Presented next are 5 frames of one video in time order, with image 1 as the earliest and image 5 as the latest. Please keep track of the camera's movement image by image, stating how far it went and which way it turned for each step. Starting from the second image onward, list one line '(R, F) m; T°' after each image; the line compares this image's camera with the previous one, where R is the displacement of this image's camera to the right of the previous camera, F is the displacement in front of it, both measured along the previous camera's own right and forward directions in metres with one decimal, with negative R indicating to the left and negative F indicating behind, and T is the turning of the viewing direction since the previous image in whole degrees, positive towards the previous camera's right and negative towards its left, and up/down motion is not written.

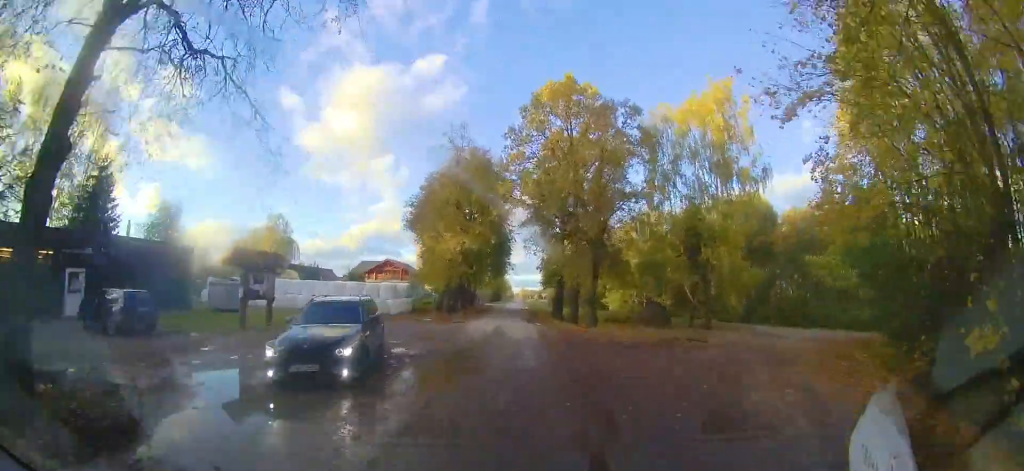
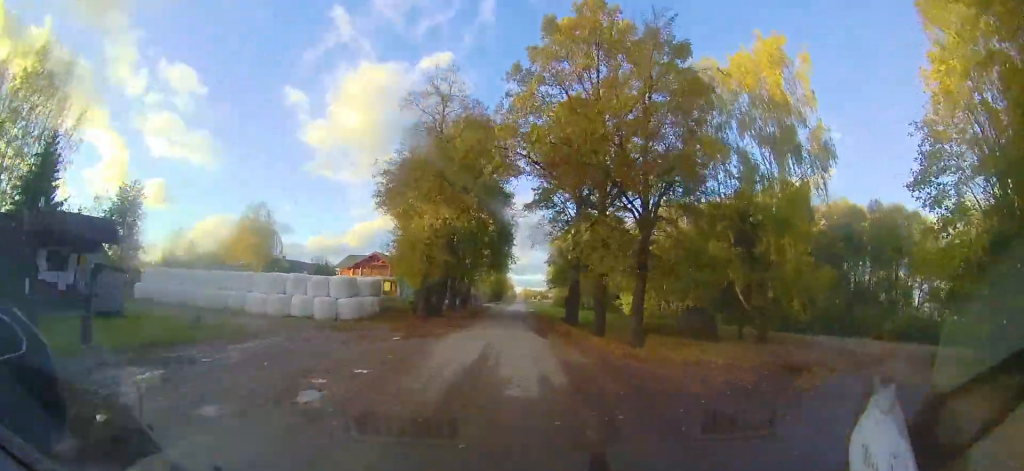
(0.0, +8.0) m; -1°
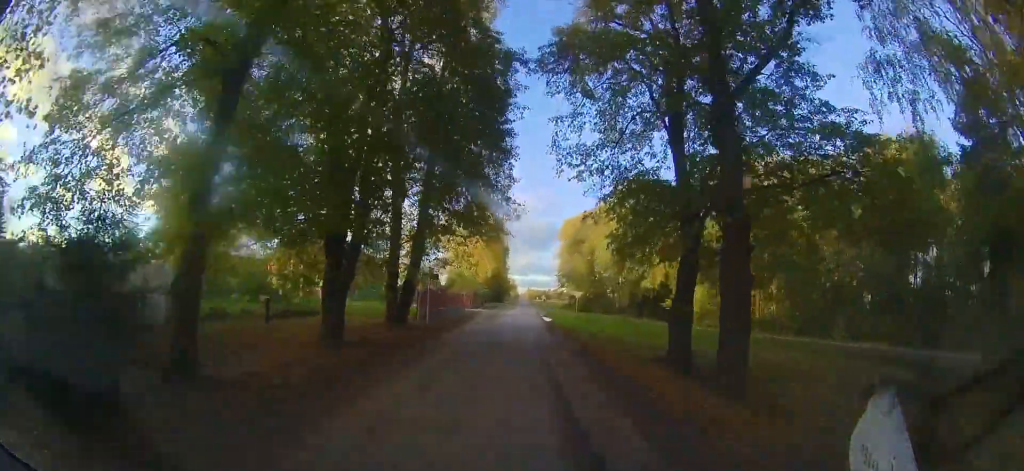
(-0.9, +20.7) m; -2°
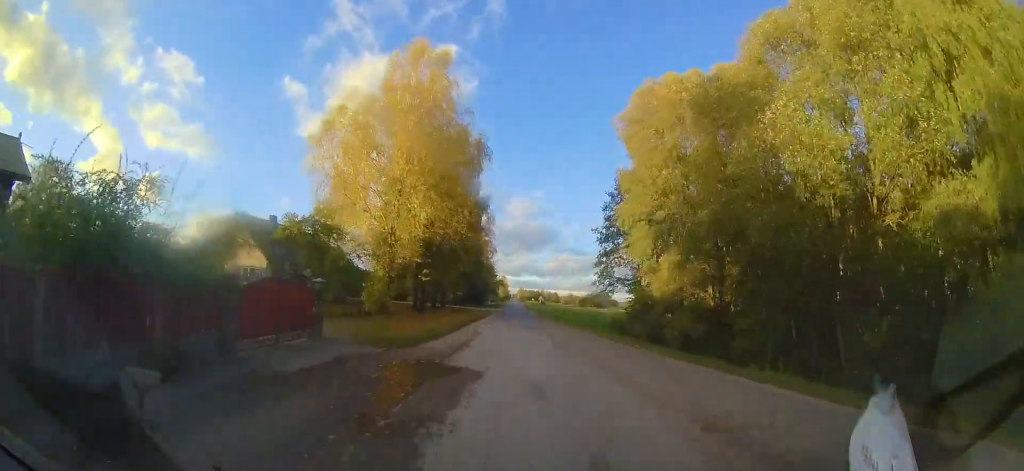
(+0.7, +43.4) m; -1°
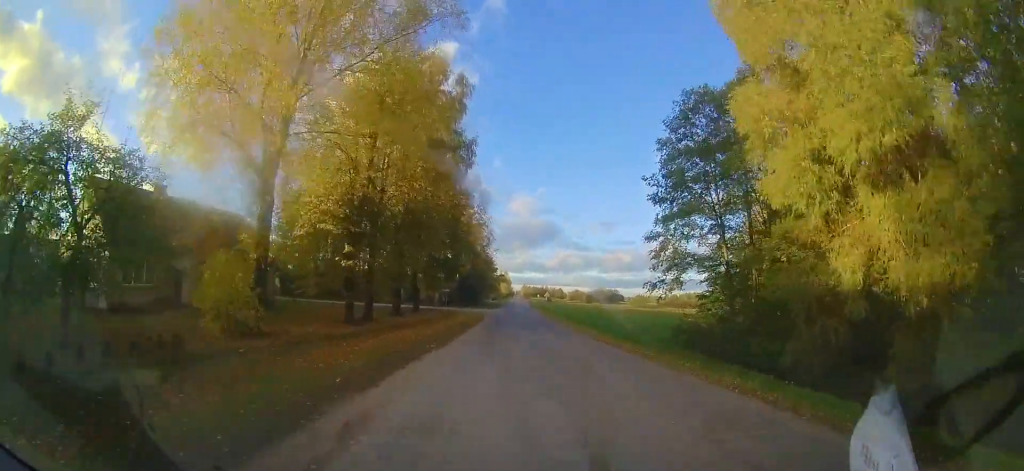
(-0.2, +14.2) m; -1°
